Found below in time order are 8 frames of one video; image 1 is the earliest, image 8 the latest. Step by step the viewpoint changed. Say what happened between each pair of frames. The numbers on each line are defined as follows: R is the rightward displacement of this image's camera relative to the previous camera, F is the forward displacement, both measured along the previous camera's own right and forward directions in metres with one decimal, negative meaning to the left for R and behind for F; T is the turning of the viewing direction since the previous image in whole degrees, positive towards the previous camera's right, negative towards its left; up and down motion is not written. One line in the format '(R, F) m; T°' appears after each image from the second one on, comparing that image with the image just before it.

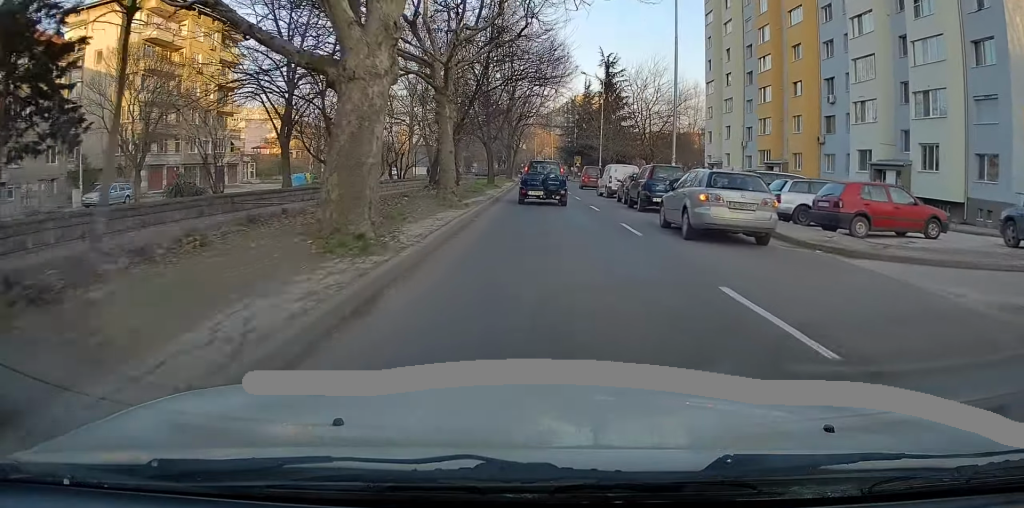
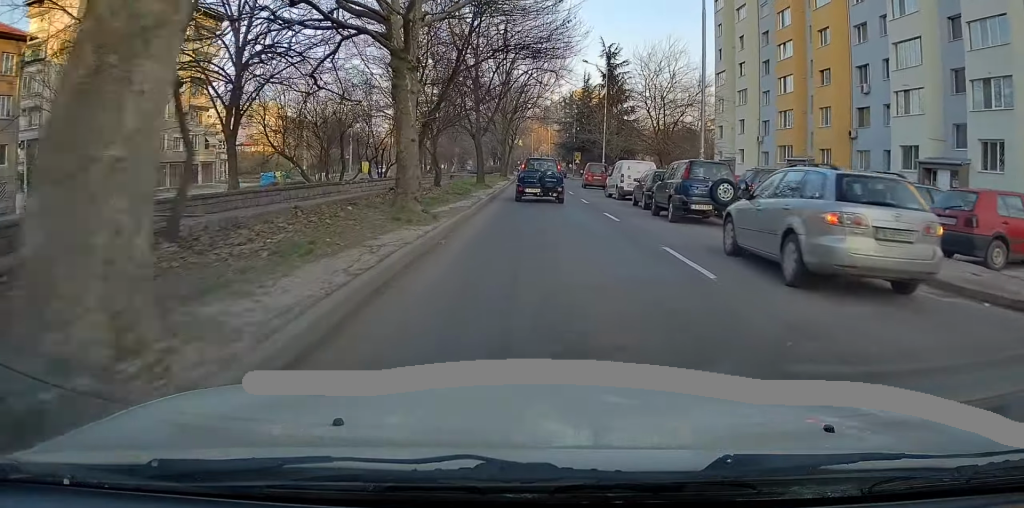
(0.0, +5.3) m; 0°
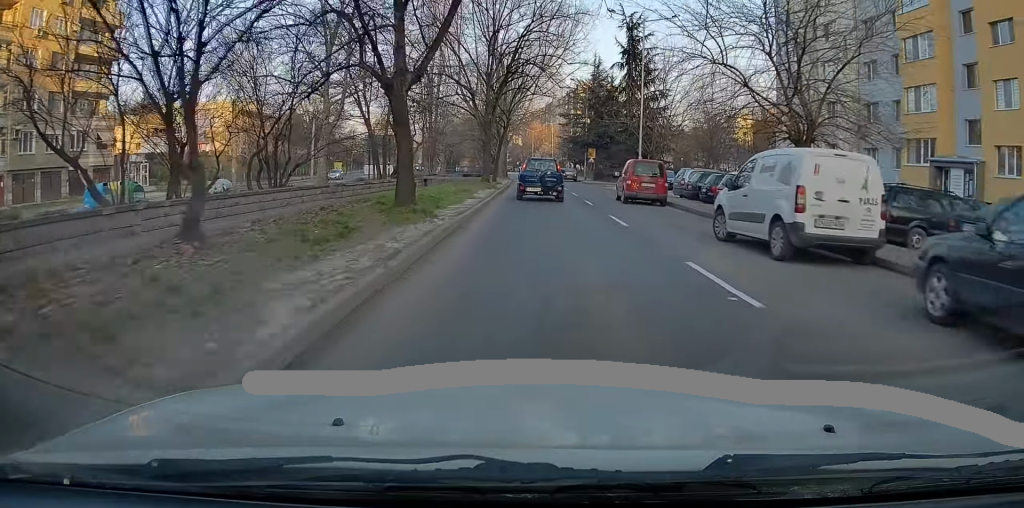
(0.0, +18.9) m; 0°
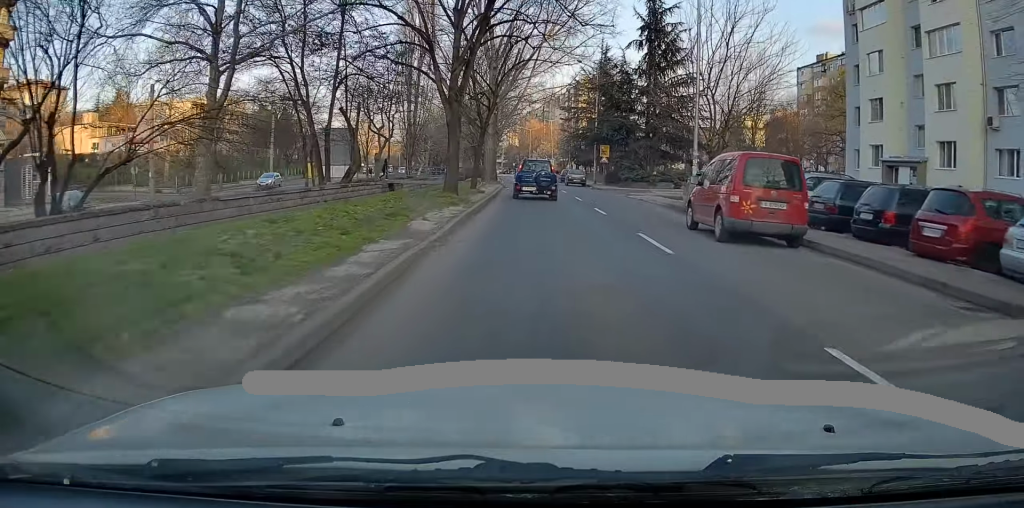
(0.0, +13.4) m; +1°
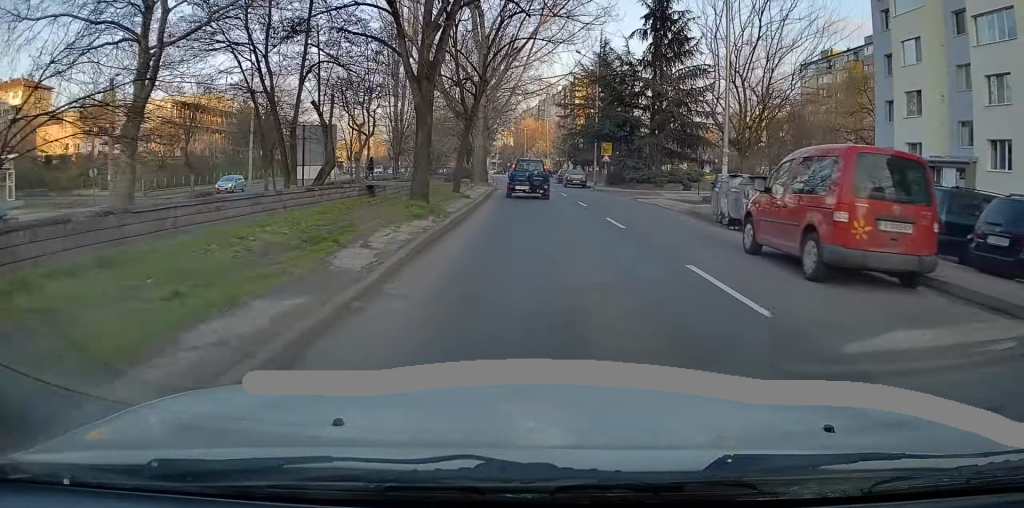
(-0.1, +4.6) m; +1°
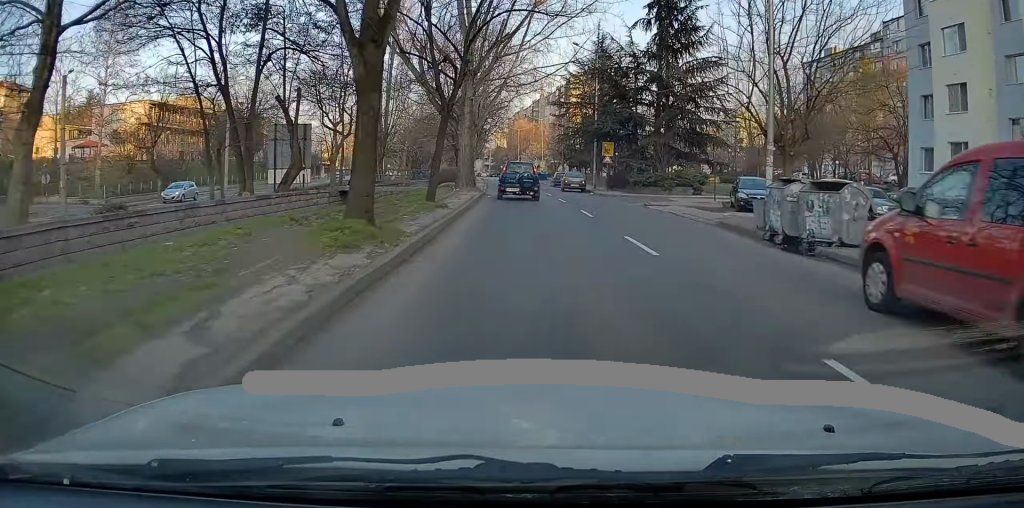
(+0.2, +4.5) m; +1°
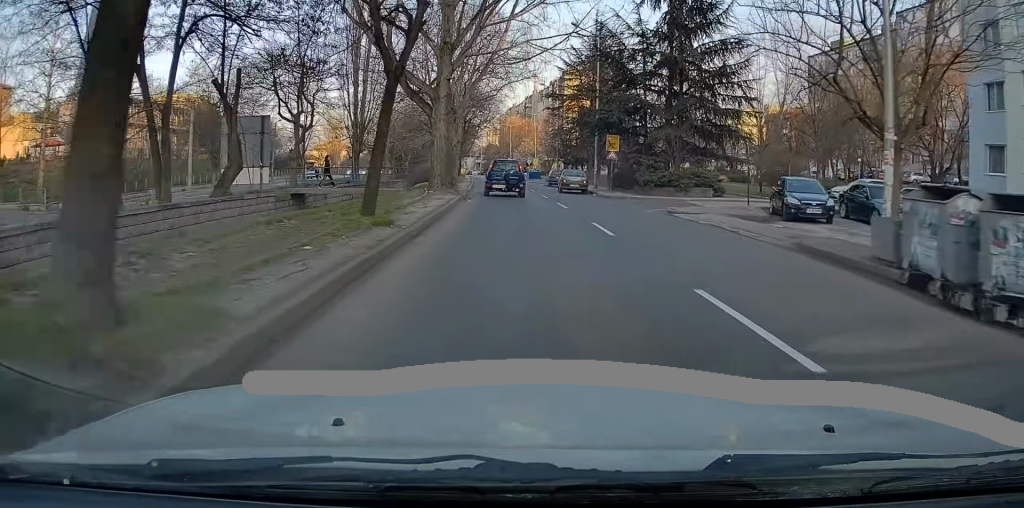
(+0.1, +6.2) m; +2°
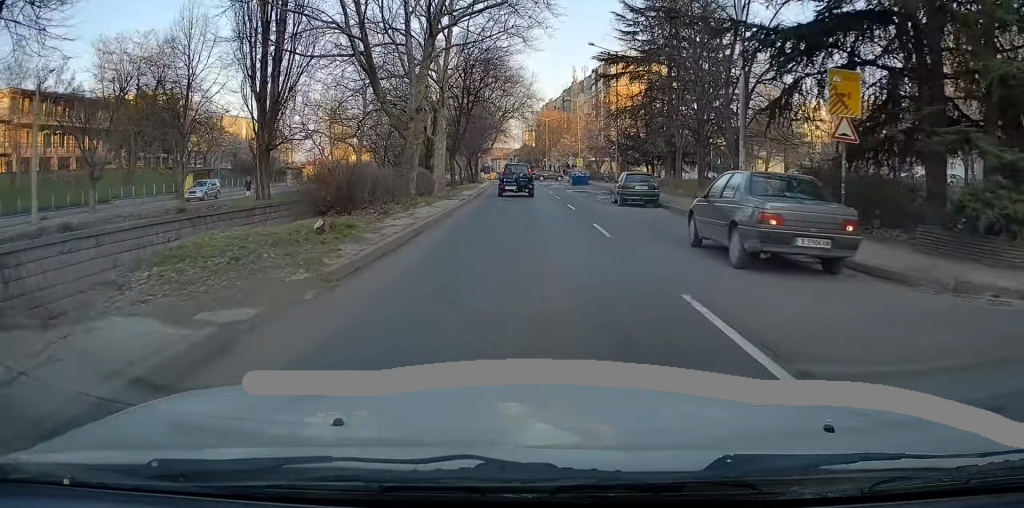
(-0.4, +25.4) m; -4°
